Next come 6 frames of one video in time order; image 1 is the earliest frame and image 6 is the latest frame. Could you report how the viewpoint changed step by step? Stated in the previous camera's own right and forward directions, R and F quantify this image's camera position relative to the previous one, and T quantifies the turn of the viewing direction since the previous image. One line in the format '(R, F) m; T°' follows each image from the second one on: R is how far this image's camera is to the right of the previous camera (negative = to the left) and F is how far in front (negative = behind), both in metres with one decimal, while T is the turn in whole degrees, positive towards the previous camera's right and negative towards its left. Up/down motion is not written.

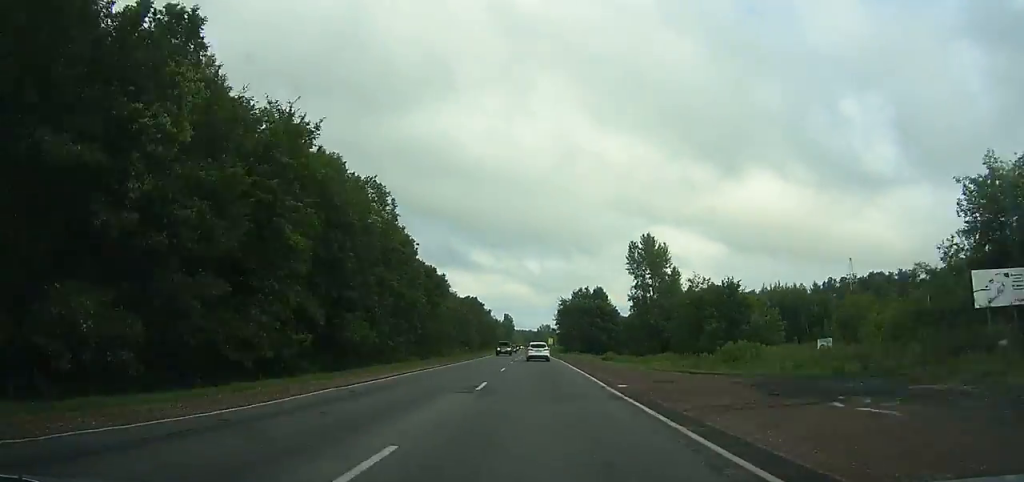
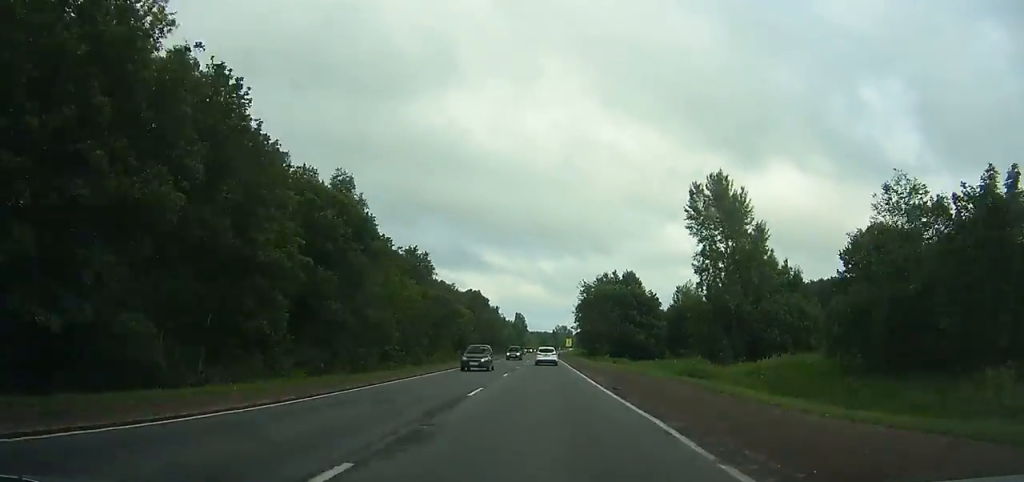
(-0.2, +37.4) m; -1°
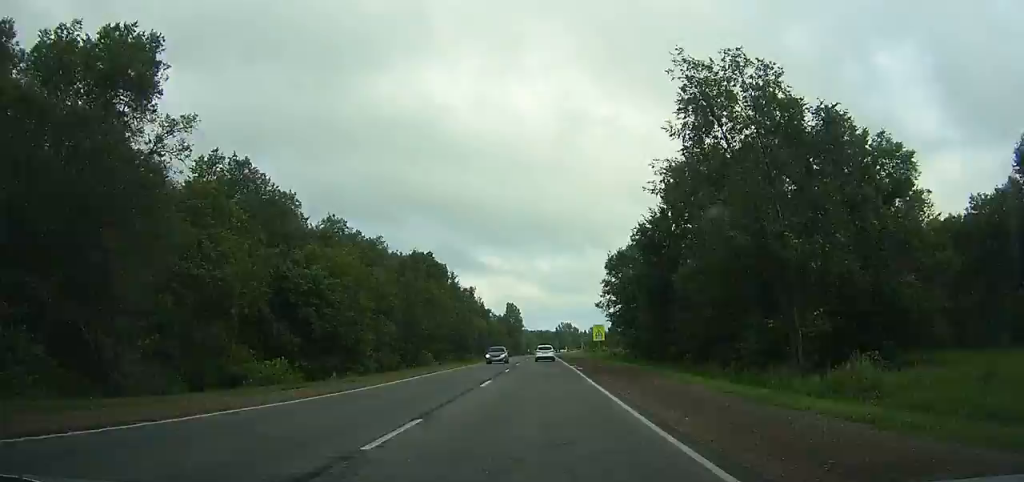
(-1.7, +79.2) m; -2°
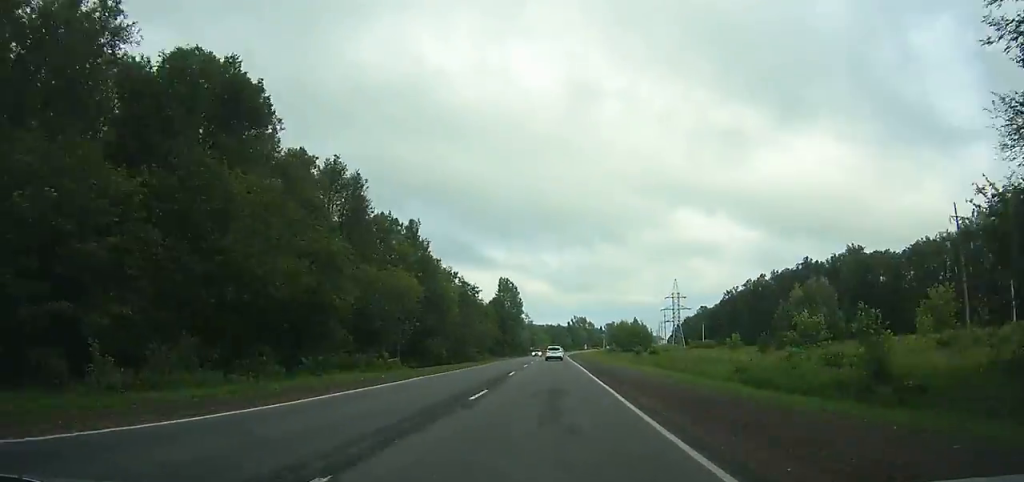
(-0.5, +77.2) m; 0°
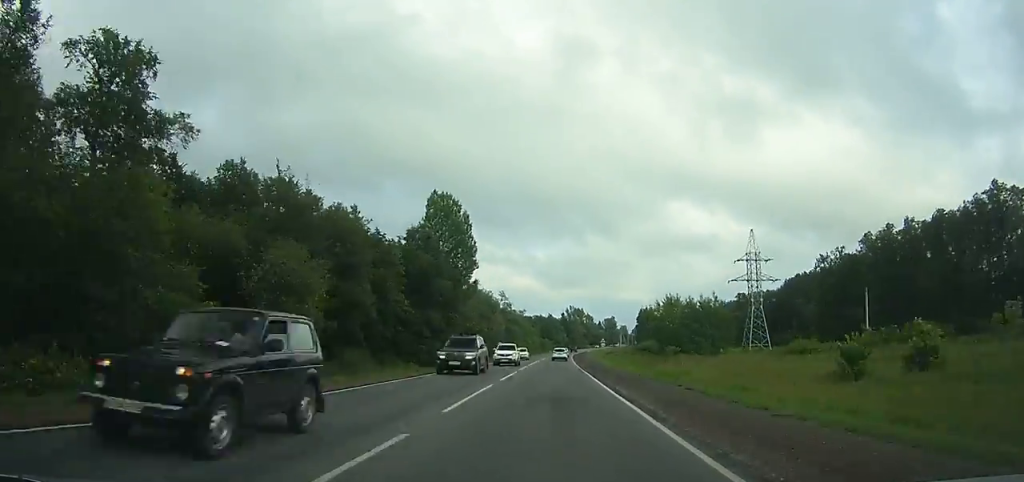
(+0.1, +85.5) m; +1°
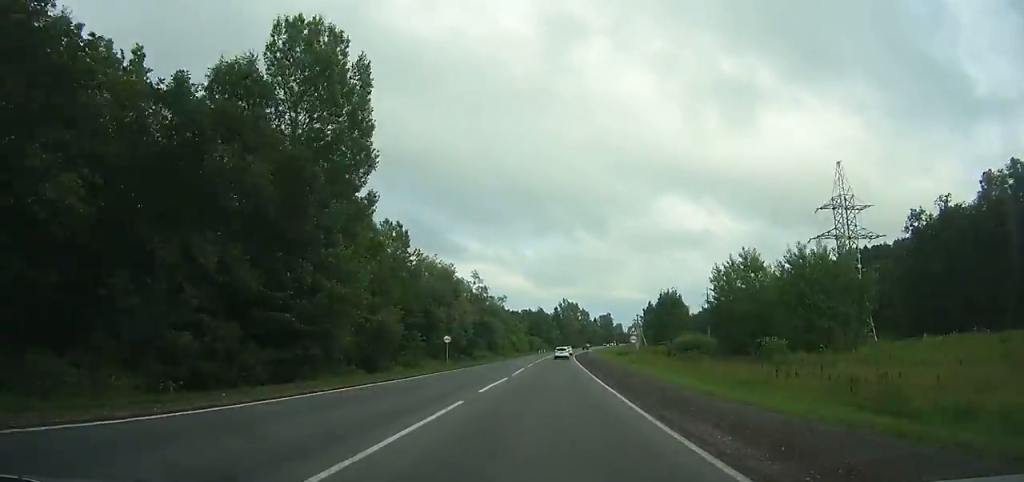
(+0.1, +40.8) m; +1°
